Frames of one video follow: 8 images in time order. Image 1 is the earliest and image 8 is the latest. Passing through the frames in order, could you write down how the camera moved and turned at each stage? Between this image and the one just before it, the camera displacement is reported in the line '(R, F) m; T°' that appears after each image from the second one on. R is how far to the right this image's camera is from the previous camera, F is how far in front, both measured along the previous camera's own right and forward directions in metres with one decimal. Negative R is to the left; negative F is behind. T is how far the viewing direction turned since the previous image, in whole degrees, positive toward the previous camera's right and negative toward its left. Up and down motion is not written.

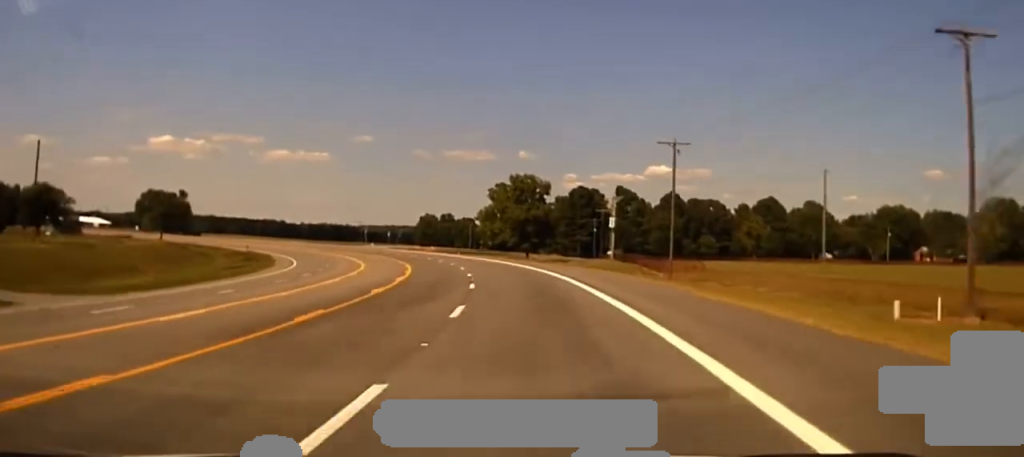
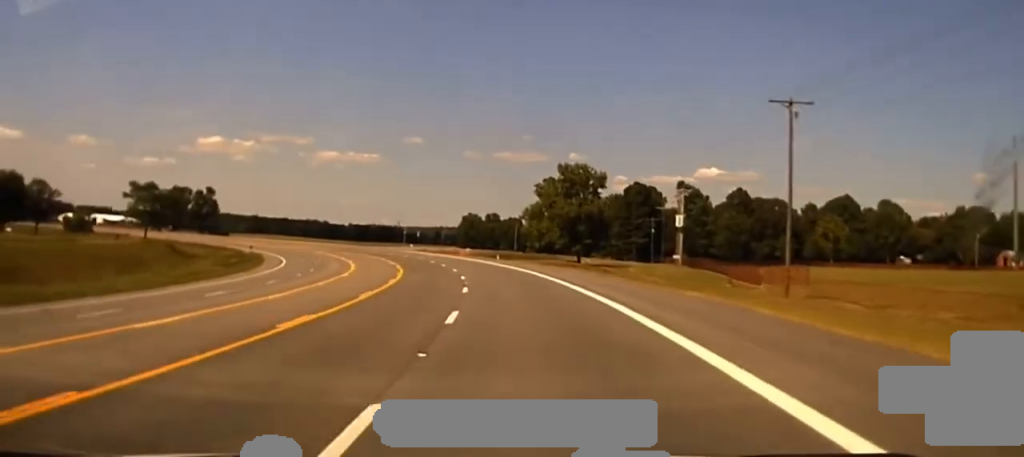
(-1.1, +23.9) m; -3°
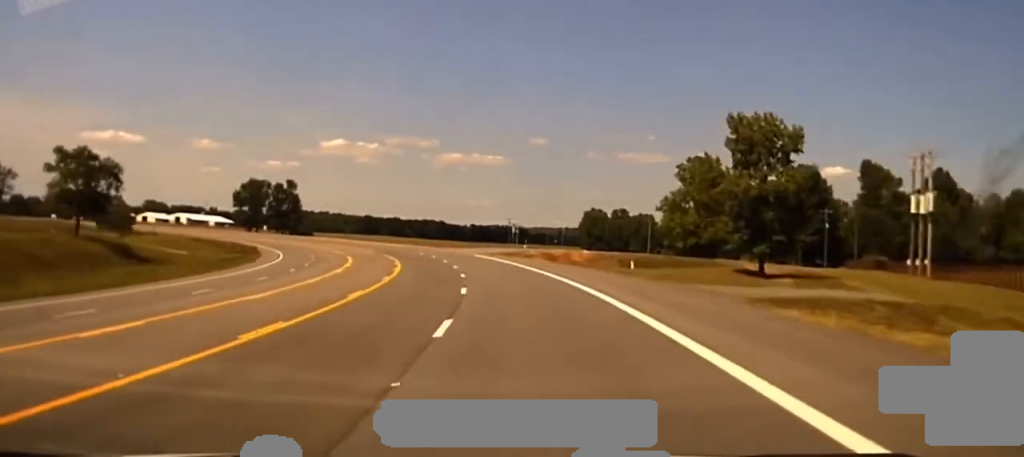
(-2.5, +45.8) m; -7°
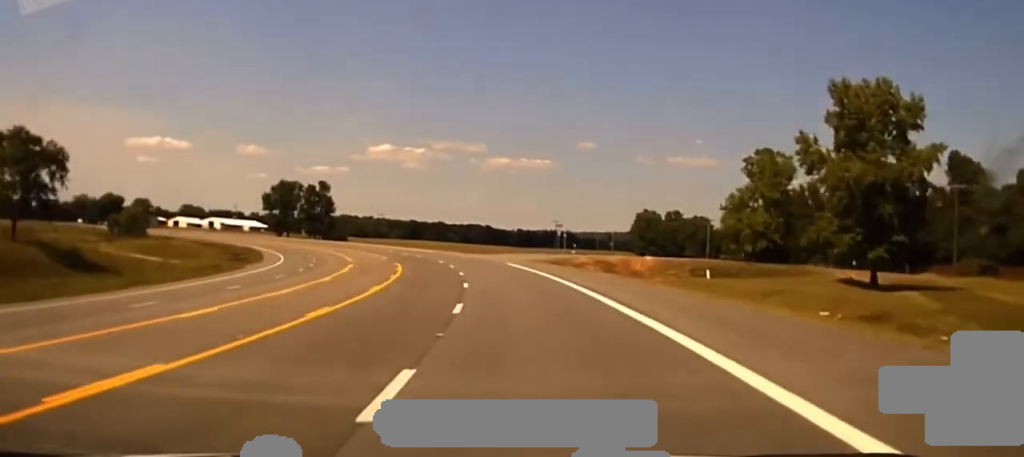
(-0.7, +16.4) m; -3°
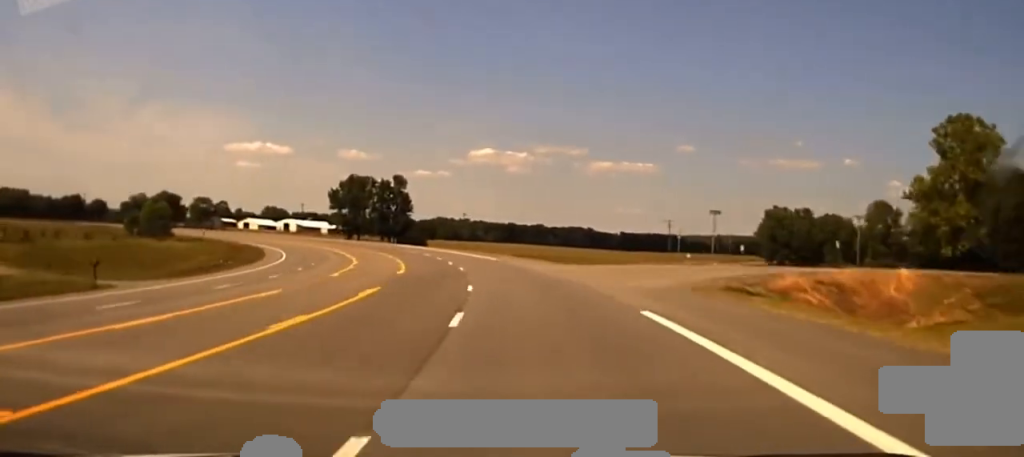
(-2.0, +37.4) m; -7°
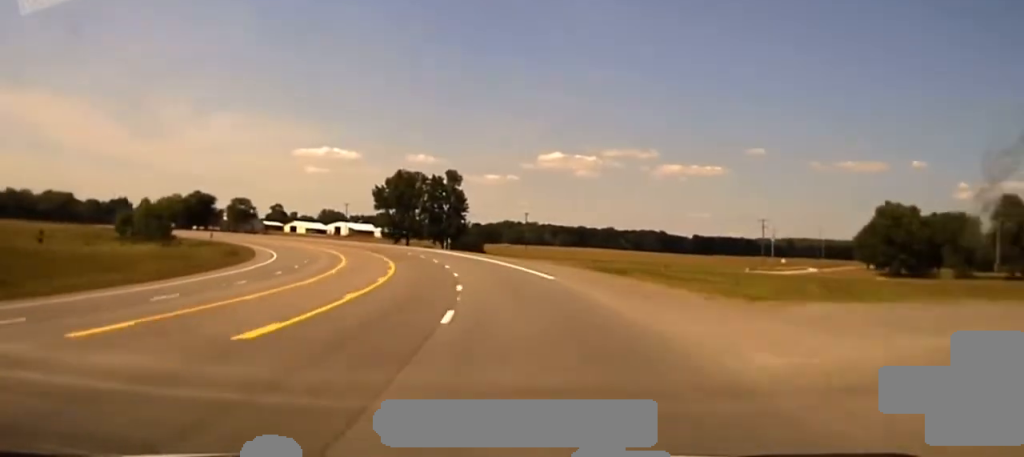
(-1.6, +32.1) m; -5°
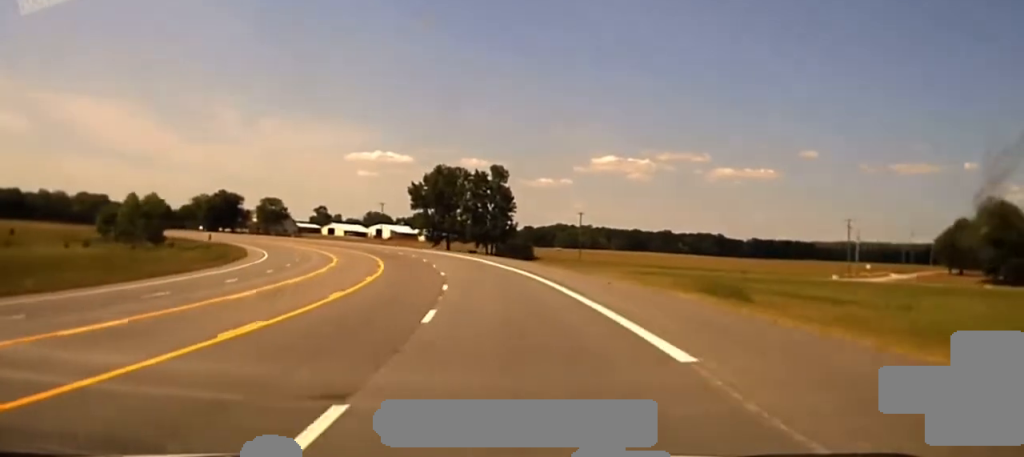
(-0.7, +25.9) m; -4°
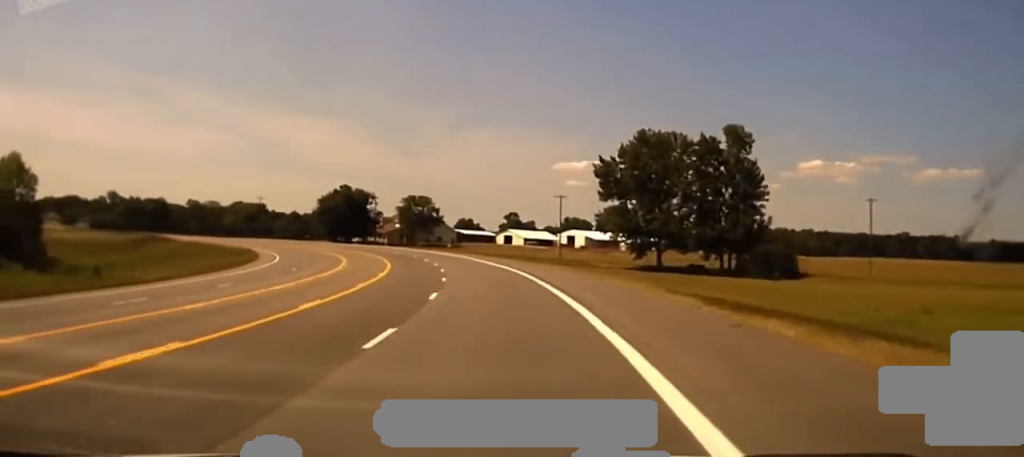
(-8.6, +86.8) m; -13°
